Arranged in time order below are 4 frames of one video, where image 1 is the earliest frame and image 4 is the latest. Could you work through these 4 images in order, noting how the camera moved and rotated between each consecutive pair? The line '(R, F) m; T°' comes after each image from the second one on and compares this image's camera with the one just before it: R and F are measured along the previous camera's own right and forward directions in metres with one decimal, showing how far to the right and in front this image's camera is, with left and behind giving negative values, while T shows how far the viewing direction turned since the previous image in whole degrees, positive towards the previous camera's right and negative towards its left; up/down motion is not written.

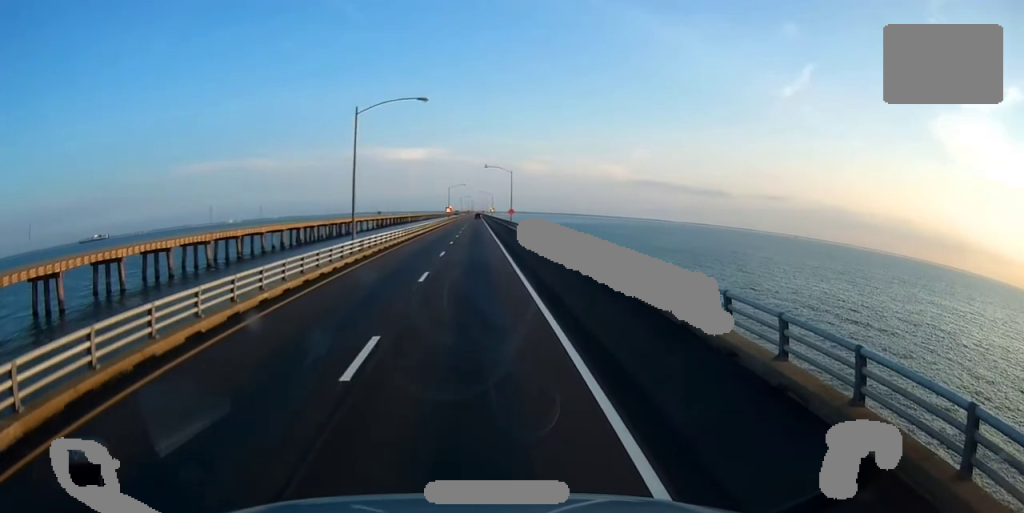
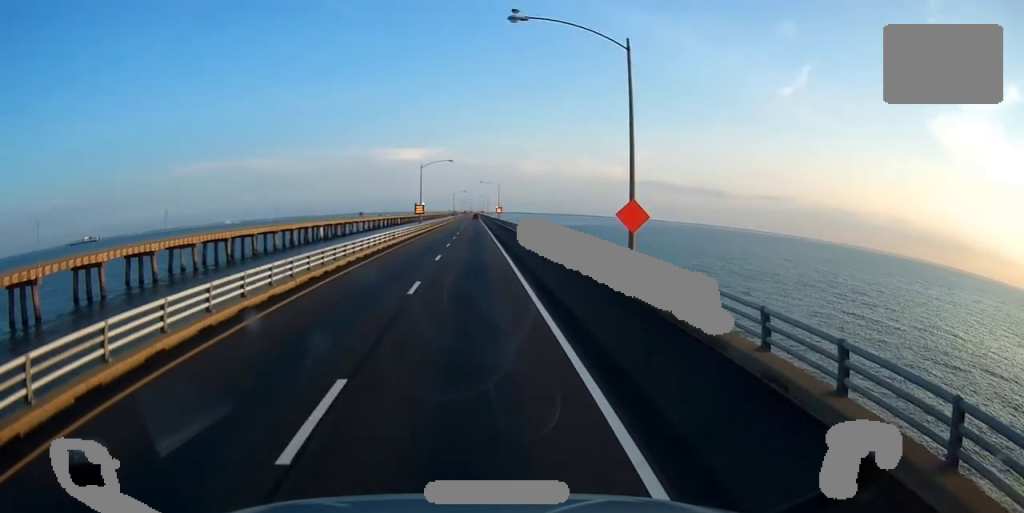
(+0.1, +75.6) m; 0°
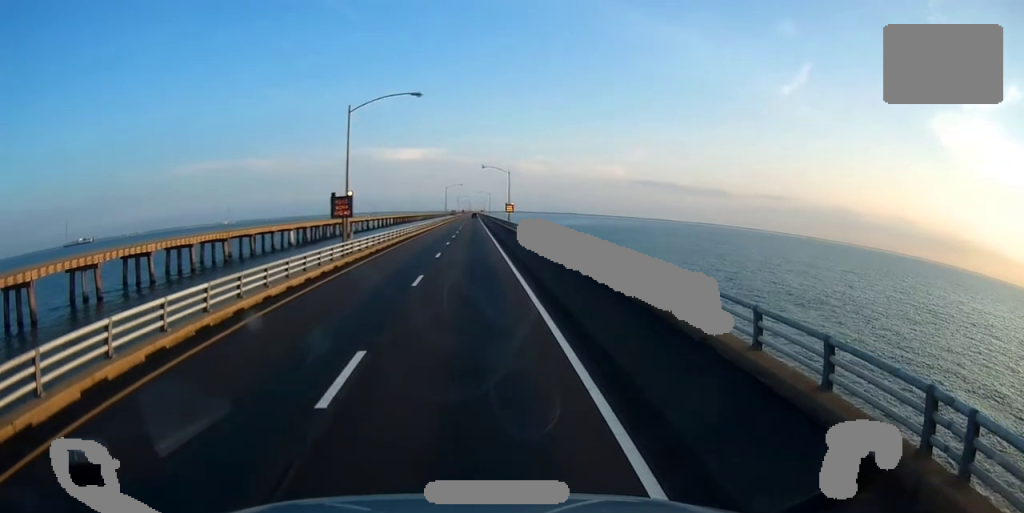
(-0.7, +46.1) m; -1°
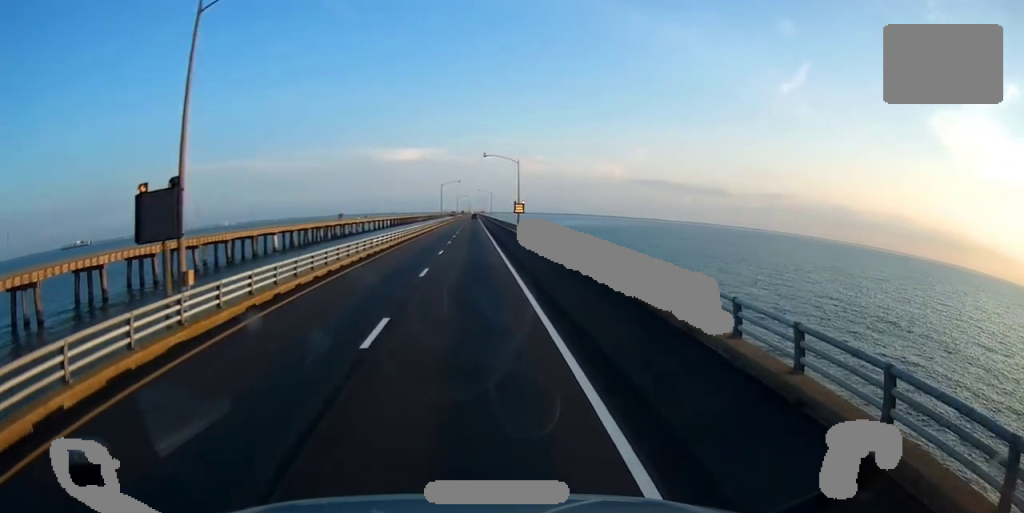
(+0.2, +21.0) m; +1°
